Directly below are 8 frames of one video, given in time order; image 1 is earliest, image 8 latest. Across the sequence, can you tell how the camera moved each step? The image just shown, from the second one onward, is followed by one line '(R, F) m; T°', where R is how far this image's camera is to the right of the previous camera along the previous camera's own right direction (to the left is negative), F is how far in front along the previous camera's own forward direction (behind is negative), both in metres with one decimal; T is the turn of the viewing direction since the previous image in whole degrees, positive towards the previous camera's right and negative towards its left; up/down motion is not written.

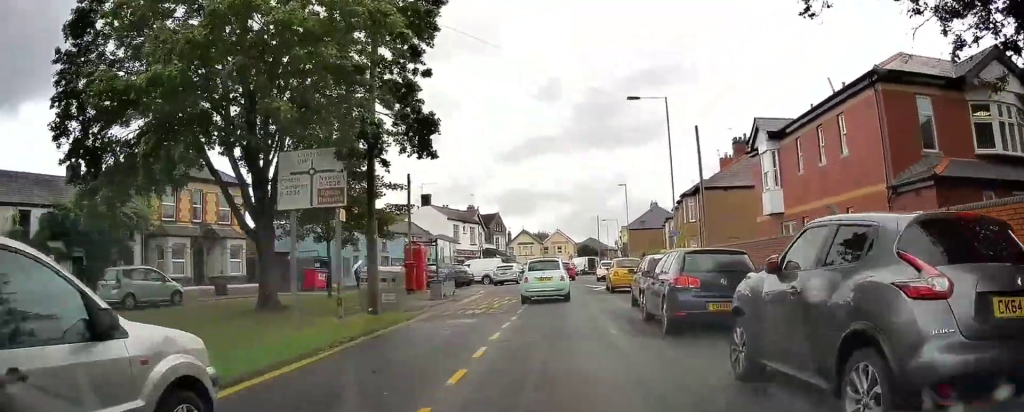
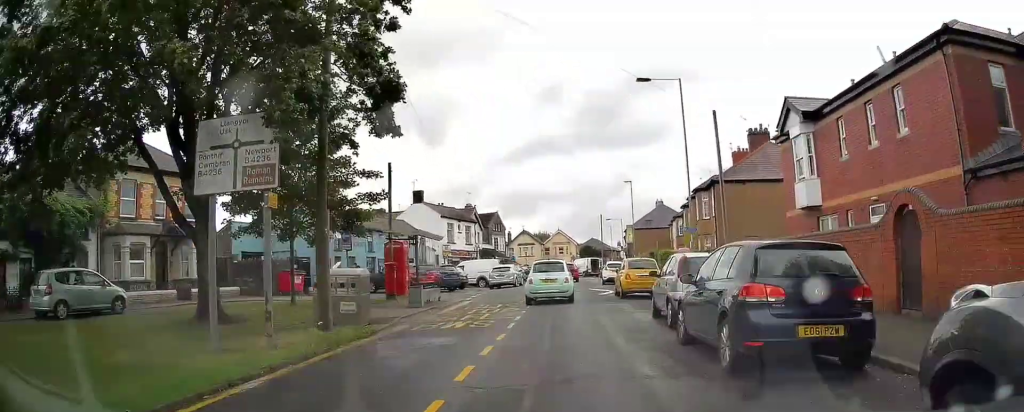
(0.0, +3.6) m; 0°
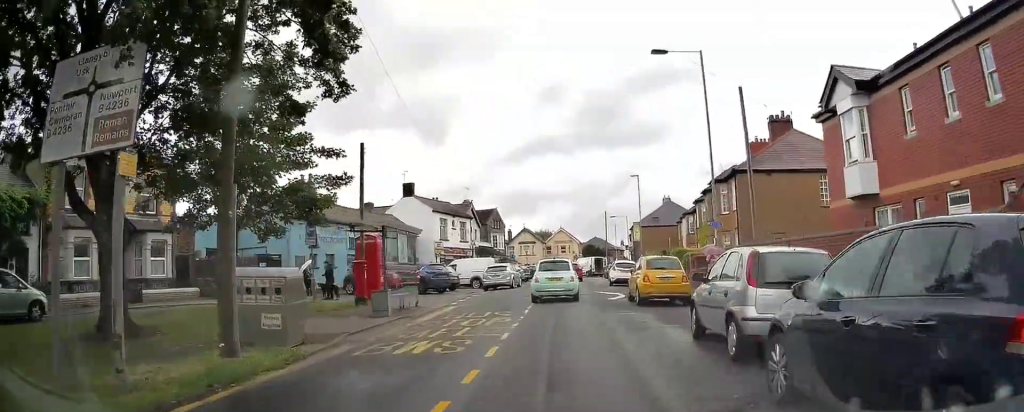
(-0.1, +4.1) m; 0°
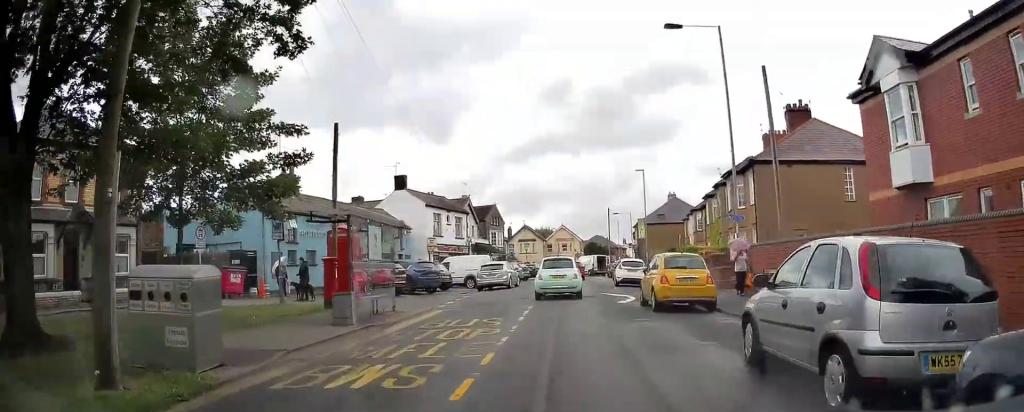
(0.0, +3.0) m; 0°
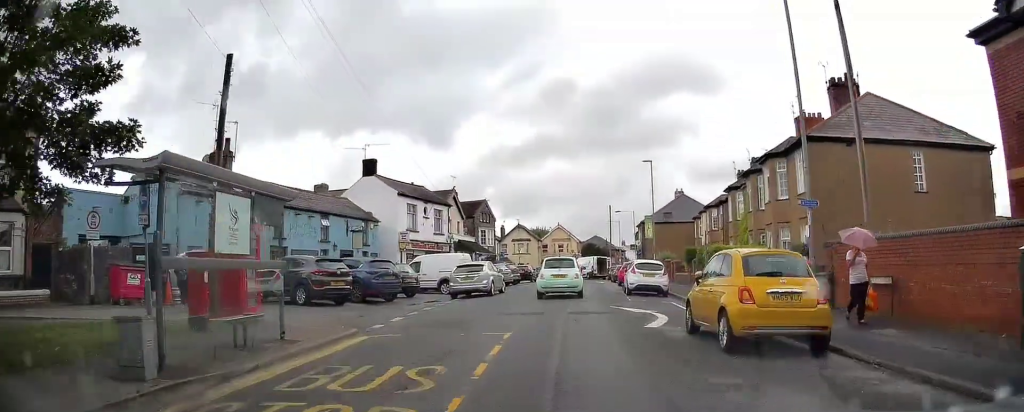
(+0.1, +7.1) m; 0°
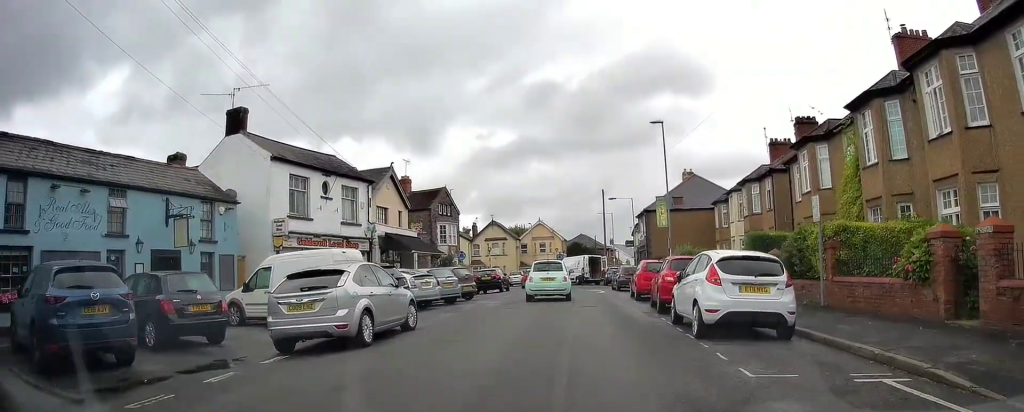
(0.0, +14.7) m; +1°
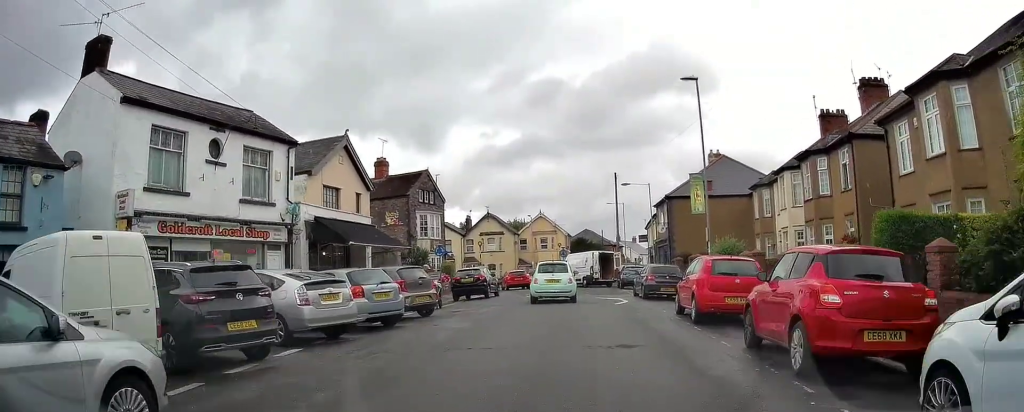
(0.0, +8.9) m; 0°
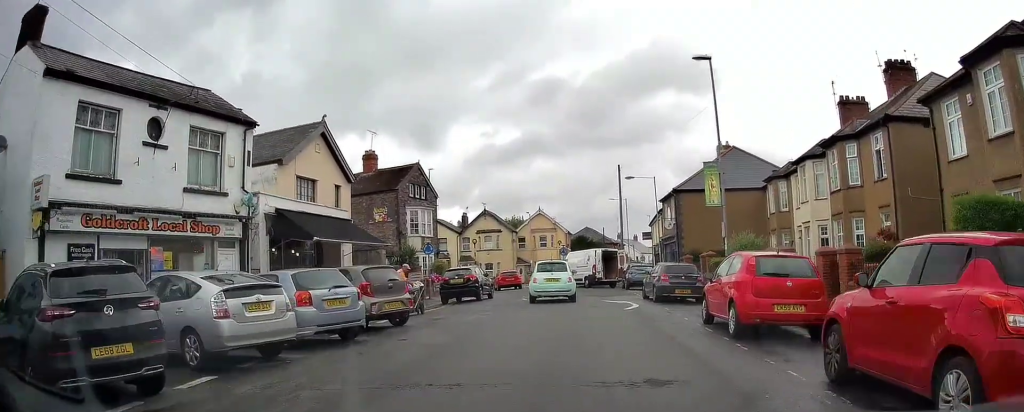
(0.0, +2.9) m; 0°
